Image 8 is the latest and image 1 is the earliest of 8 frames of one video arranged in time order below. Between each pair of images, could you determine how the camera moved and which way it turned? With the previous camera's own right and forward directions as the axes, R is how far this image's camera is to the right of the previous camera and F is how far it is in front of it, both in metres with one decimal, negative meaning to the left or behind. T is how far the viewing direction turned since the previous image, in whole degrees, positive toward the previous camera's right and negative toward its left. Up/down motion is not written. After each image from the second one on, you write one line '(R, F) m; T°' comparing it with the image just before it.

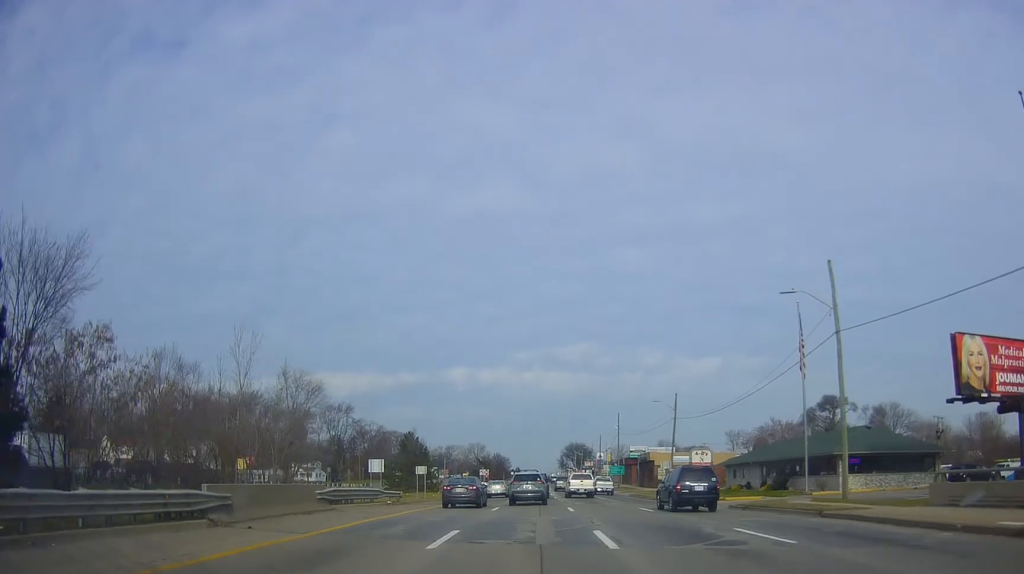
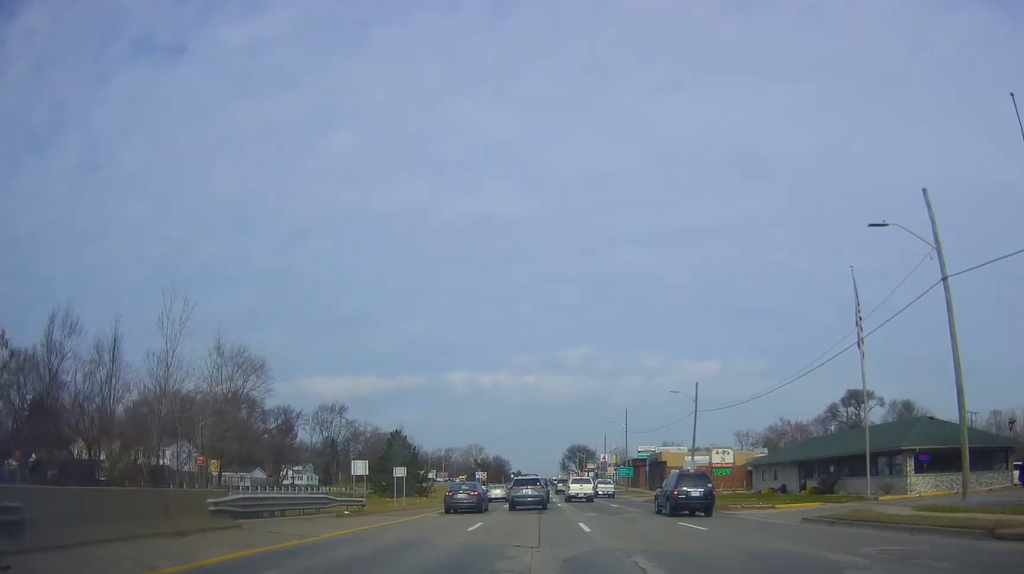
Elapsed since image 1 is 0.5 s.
(+0.4, +8.8) m; +1°
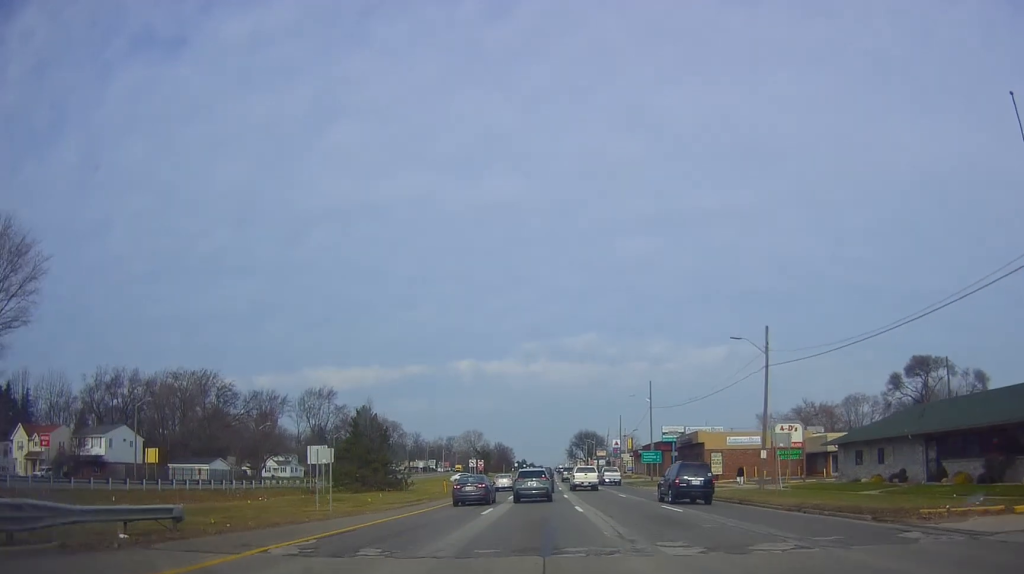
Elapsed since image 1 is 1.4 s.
(+0.1, +17.6) m; -1°
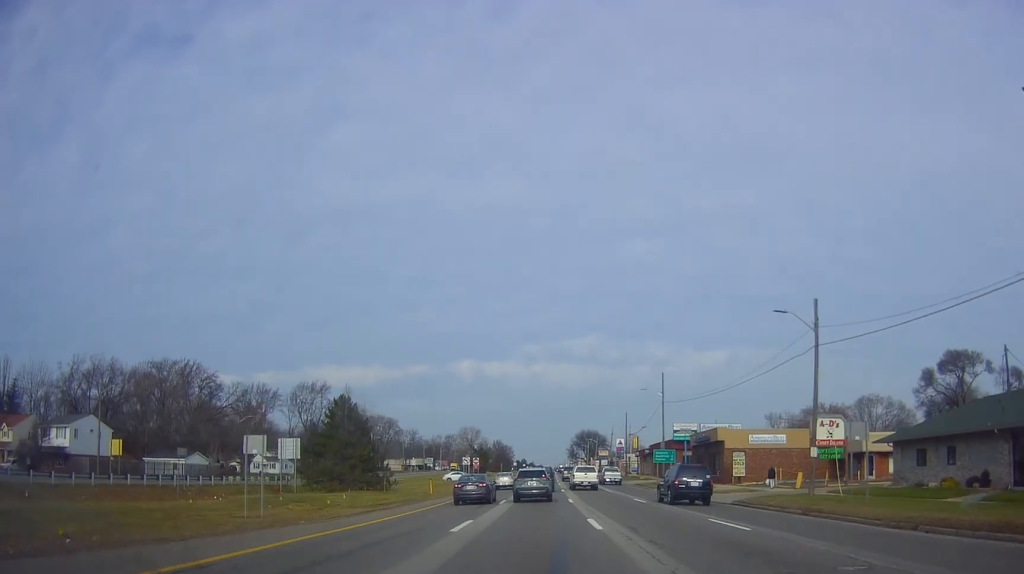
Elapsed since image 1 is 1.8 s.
(0.0, +7.6) m; -1°
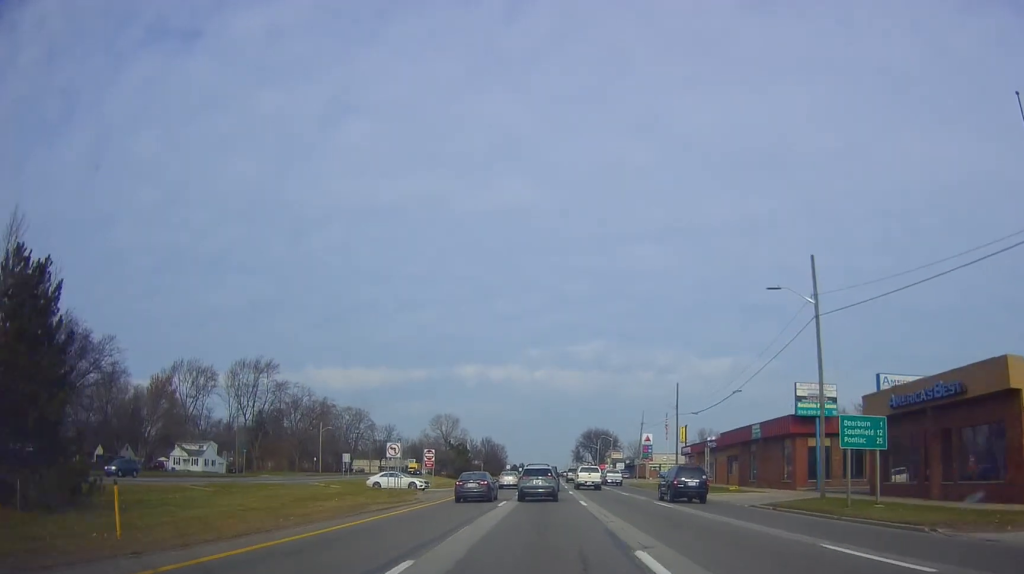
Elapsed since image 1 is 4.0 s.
(+0.7, +41.9) m; +1°
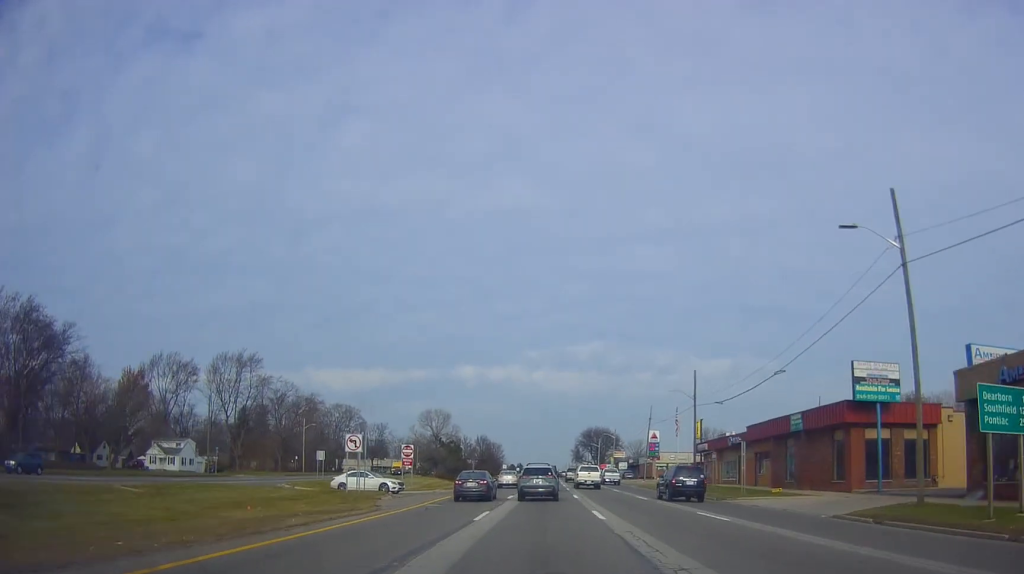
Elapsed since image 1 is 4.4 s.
(-0.4, +8.9) m; -1°
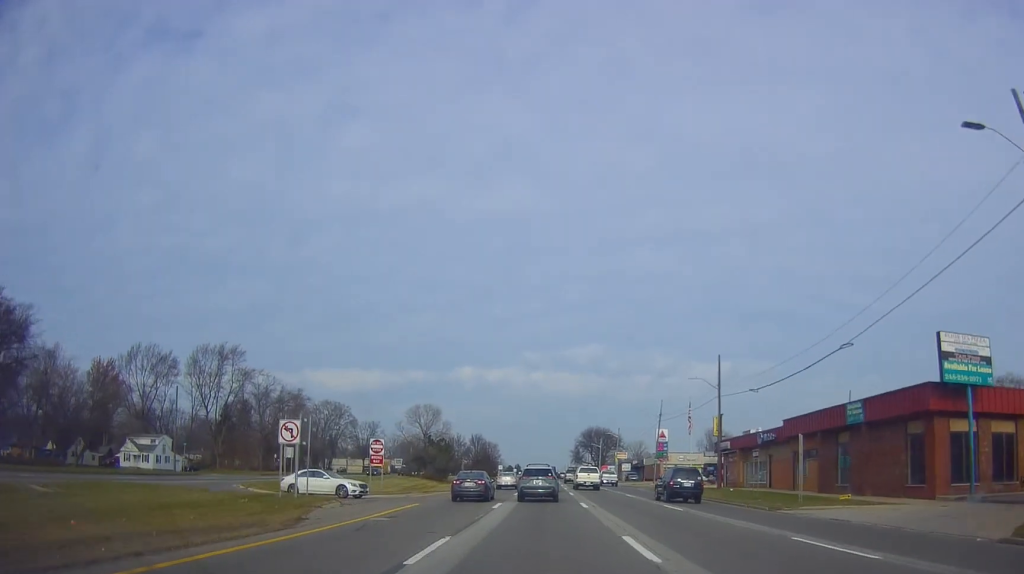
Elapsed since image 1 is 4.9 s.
(-0.2, +8.9) m; 0°
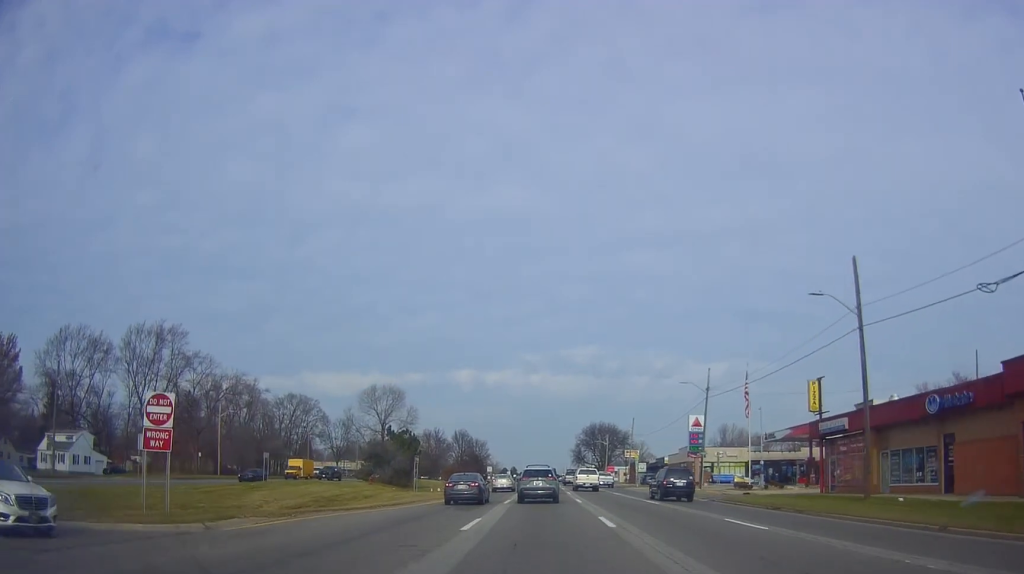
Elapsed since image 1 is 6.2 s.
(+0.7, +24.7) m; +3°
